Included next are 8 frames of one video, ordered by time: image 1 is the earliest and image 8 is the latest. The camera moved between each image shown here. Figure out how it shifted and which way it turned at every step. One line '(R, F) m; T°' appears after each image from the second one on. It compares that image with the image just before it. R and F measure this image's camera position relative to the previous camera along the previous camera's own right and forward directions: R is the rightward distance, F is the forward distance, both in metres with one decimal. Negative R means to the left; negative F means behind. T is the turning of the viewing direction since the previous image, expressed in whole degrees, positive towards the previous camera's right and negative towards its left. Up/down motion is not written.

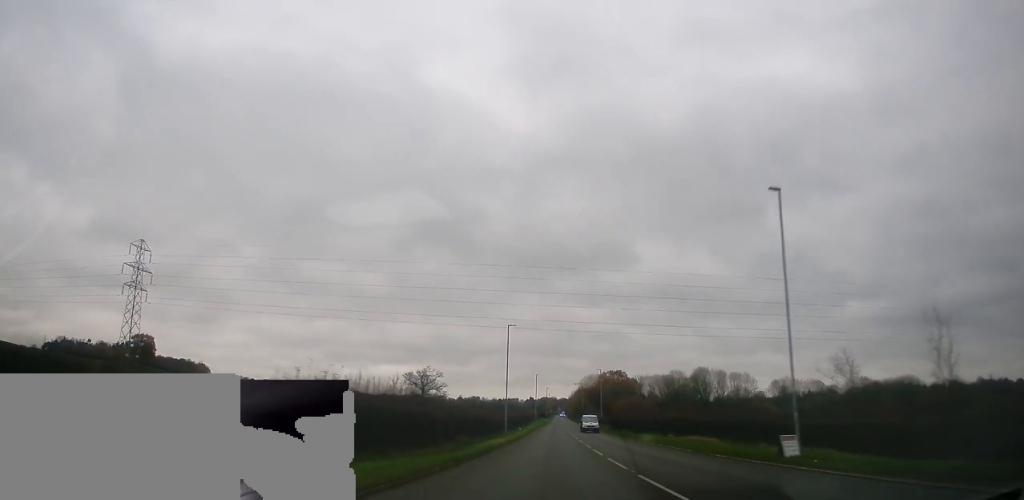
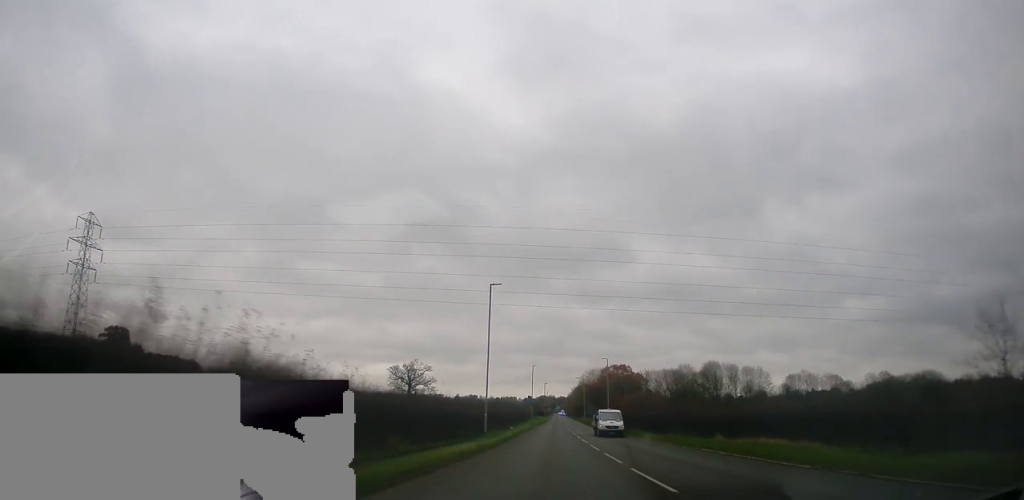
(-0.1, +16.0) m; 0°
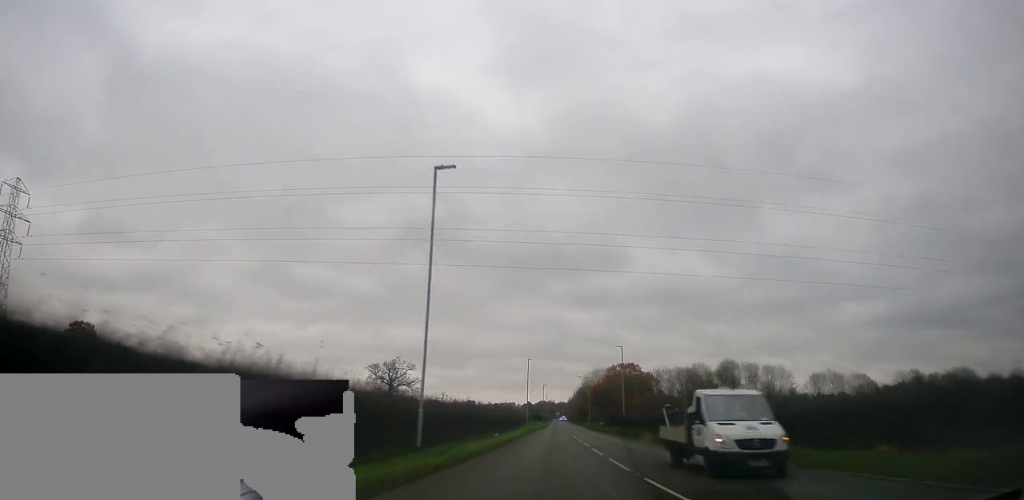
(0.0, +19.9) m; +1°
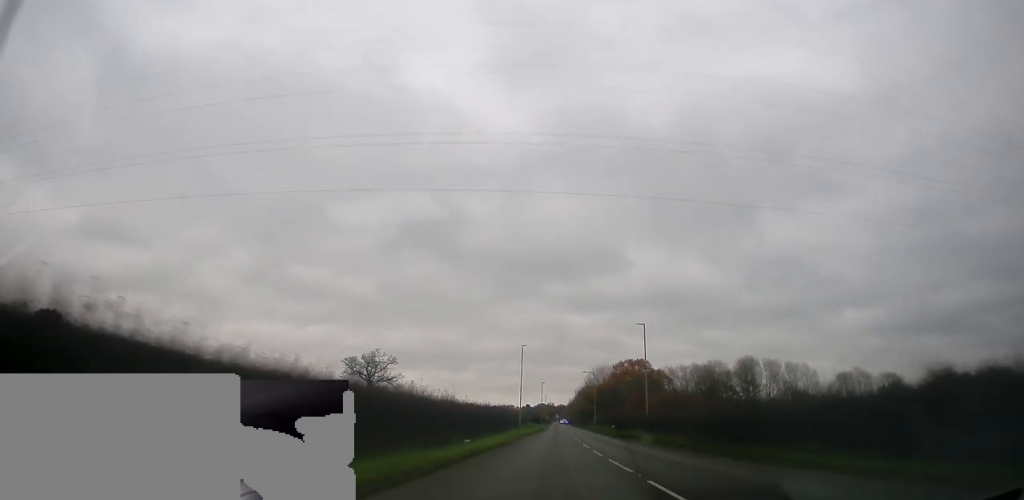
(+0.4, +18.4) m; 0°
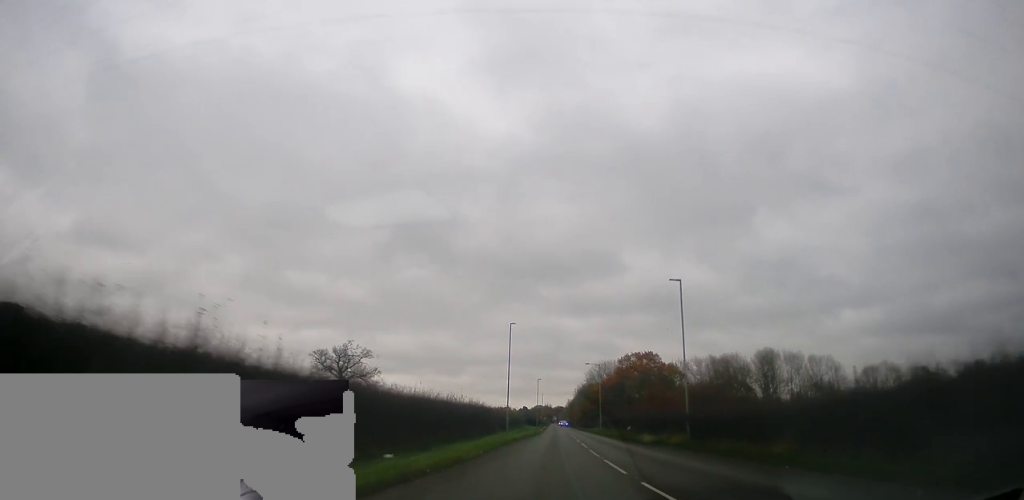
(-0.2, +16.4) m; 0°
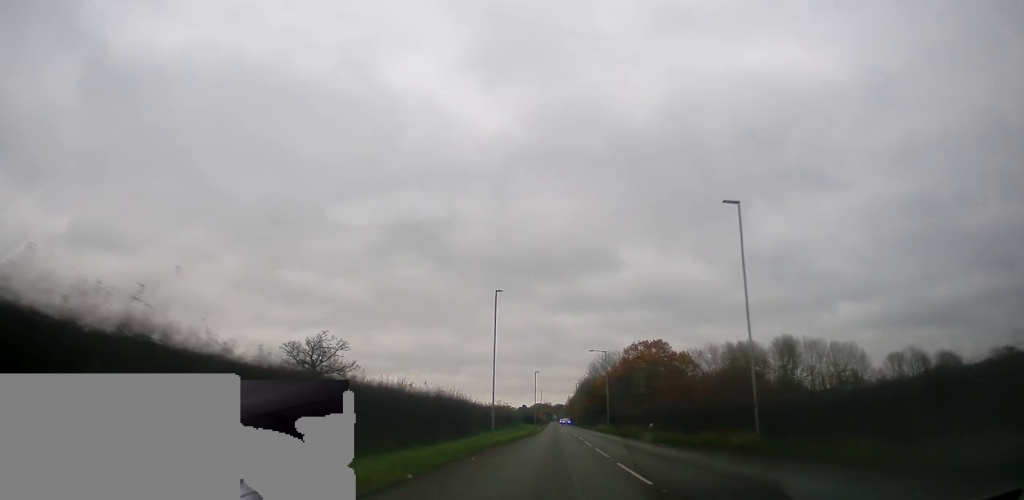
(-0.2, +13.5) m; 0°
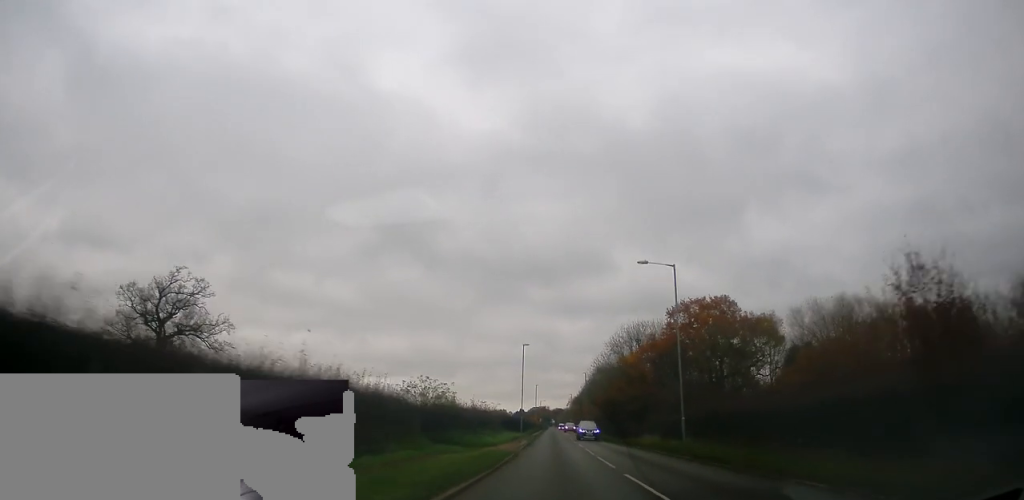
(+0.9, +45.1) m; 0°
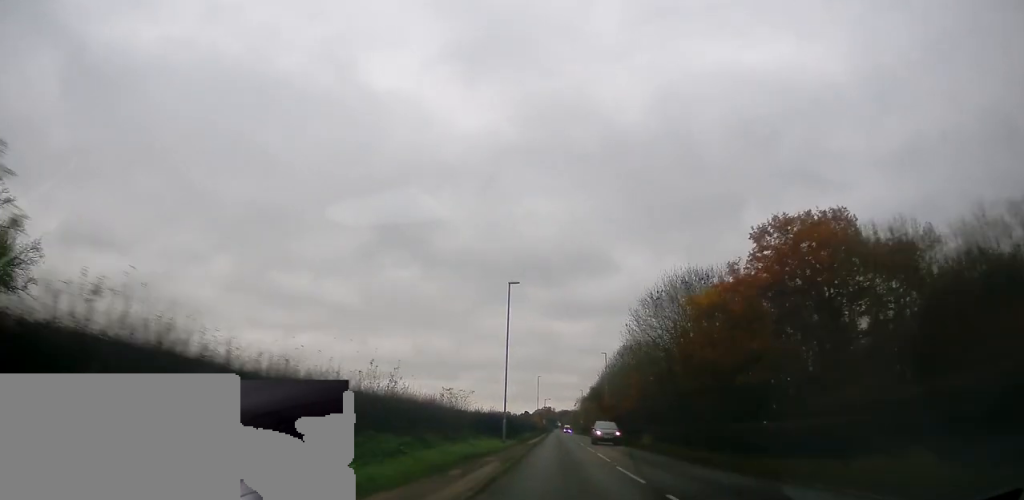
(-0.3, +30.9) m; +1°
